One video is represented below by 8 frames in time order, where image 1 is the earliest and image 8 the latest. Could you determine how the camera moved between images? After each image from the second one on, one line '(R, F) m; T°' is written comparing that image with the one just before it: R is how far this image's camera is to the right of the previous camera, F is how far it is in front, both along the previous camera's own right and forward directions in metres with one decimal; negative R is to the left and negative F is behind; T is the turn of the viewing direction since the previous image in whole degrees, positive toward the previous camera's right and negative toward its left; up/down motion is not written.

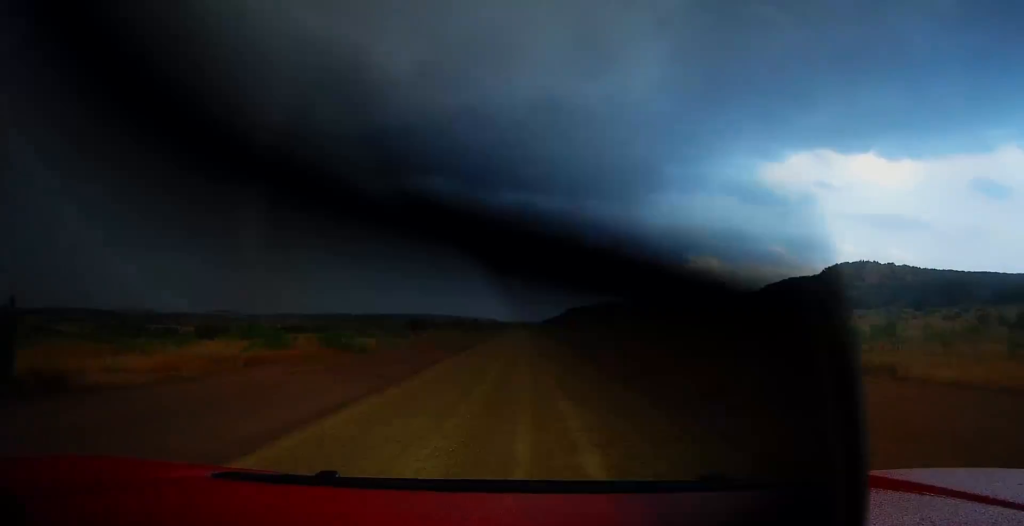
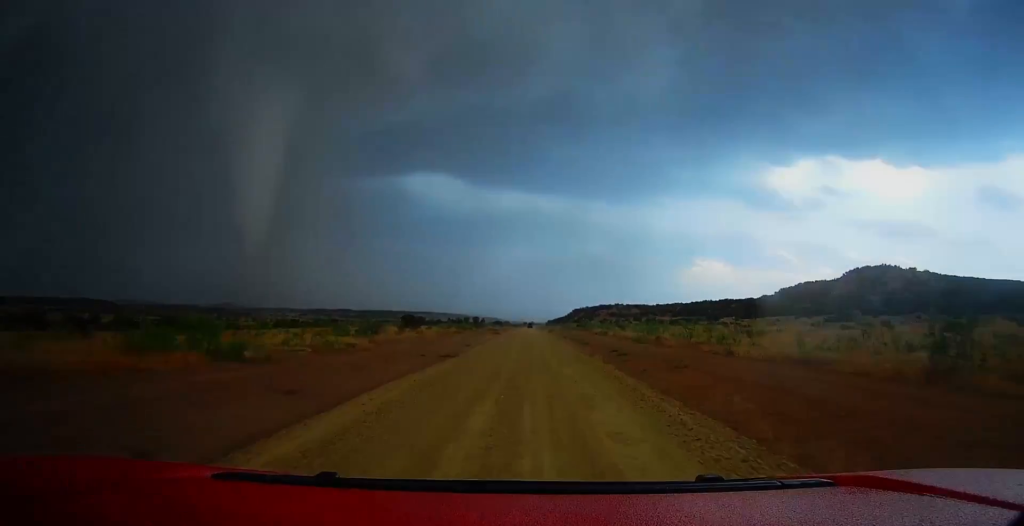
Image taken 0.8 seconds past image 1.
(-0.3, +16.0) m; 0°
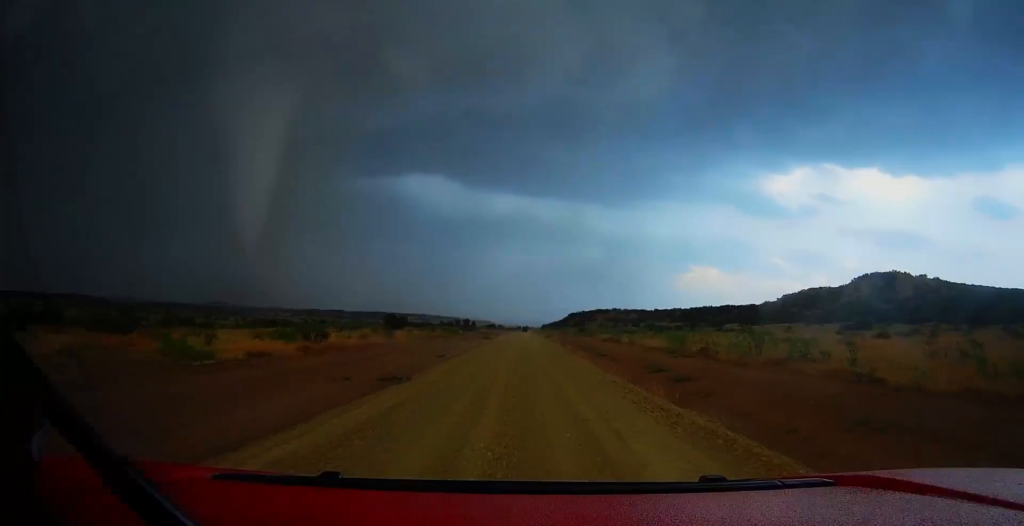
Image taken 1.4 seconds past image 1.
(+0.1, +13.7) m; +1°
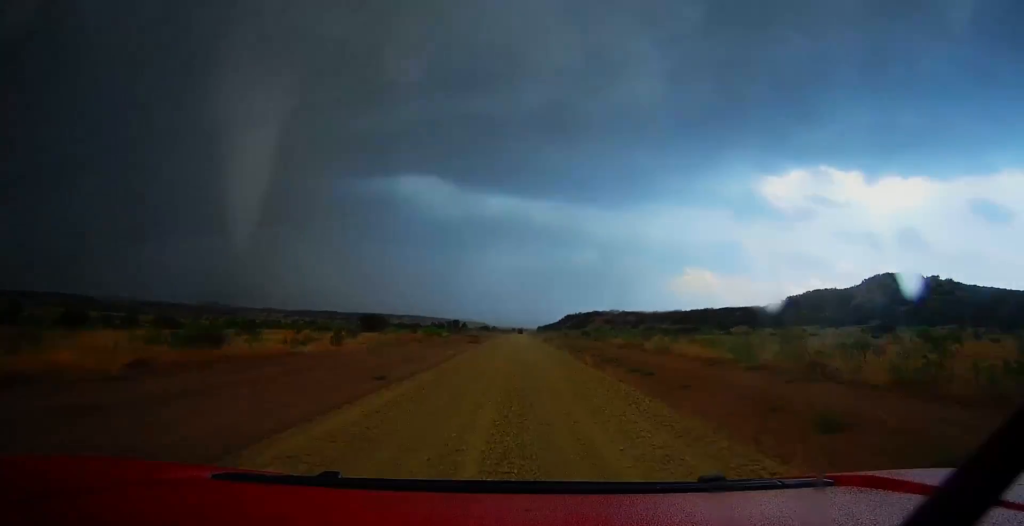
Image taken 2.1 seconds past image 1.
(+0.1, +14.6) m; 0°
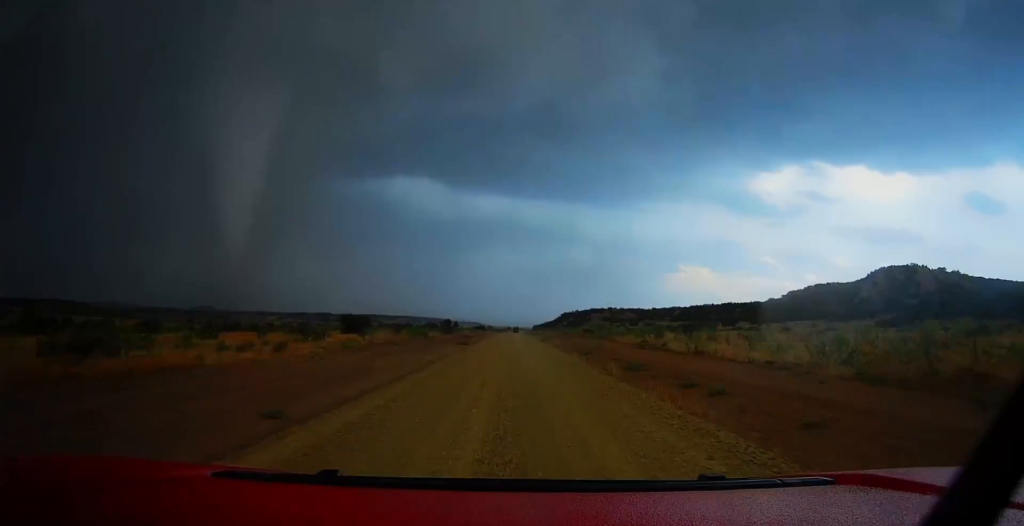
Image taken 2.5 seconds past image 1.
(+0.1, +9.0) m; 0°
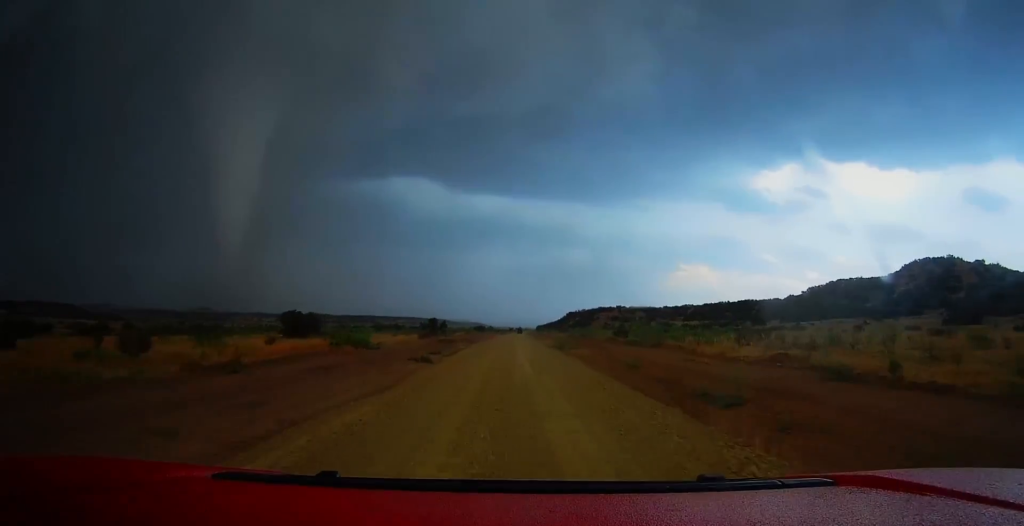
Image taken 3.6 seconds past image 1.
(-0.1, +26.6) m; 0°
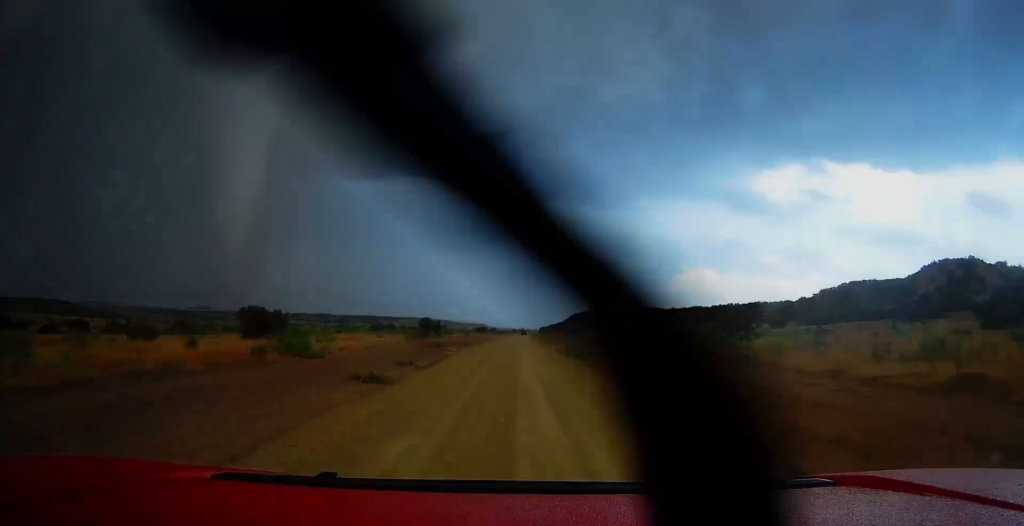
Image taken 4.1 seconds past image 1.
(0.0, +11.7) m; 0°
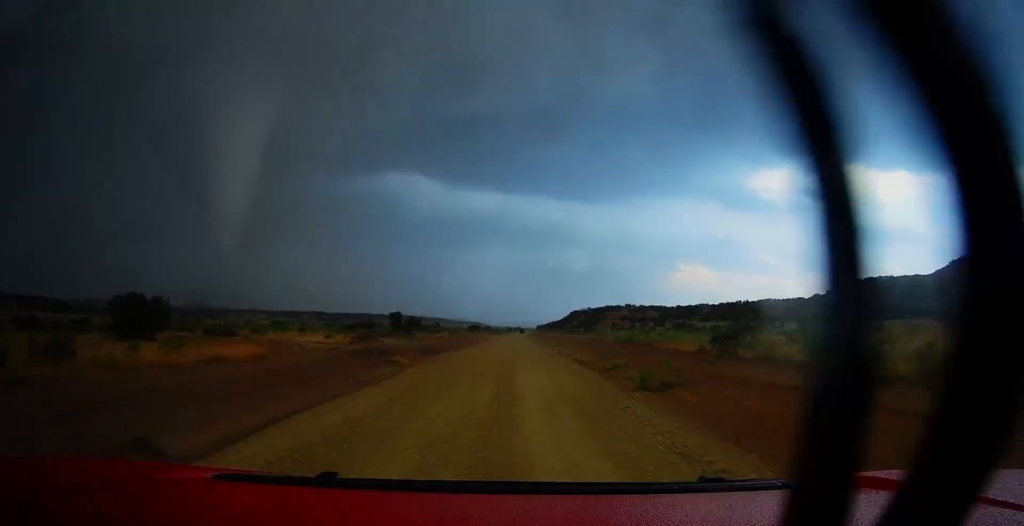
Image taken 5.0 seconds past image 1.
(+0.1, +21.5) m; 0°
